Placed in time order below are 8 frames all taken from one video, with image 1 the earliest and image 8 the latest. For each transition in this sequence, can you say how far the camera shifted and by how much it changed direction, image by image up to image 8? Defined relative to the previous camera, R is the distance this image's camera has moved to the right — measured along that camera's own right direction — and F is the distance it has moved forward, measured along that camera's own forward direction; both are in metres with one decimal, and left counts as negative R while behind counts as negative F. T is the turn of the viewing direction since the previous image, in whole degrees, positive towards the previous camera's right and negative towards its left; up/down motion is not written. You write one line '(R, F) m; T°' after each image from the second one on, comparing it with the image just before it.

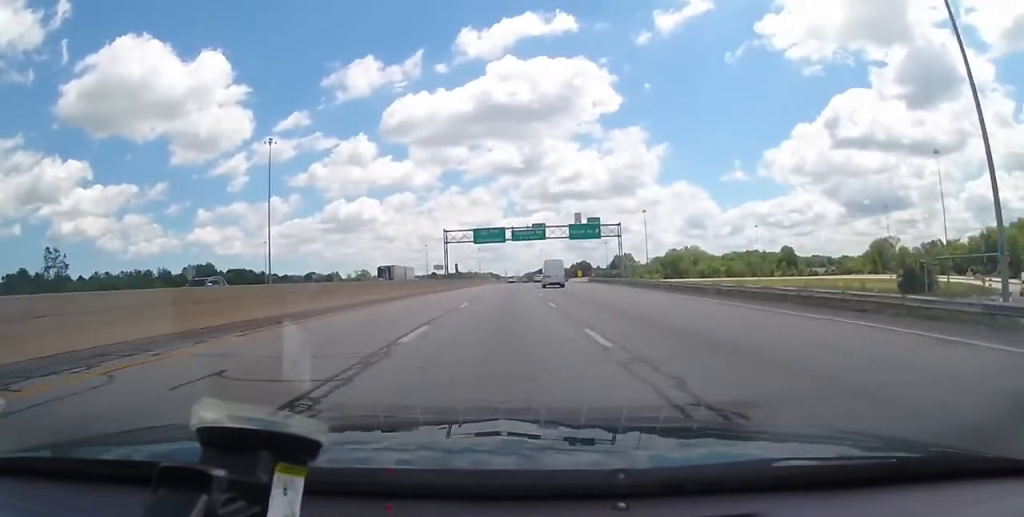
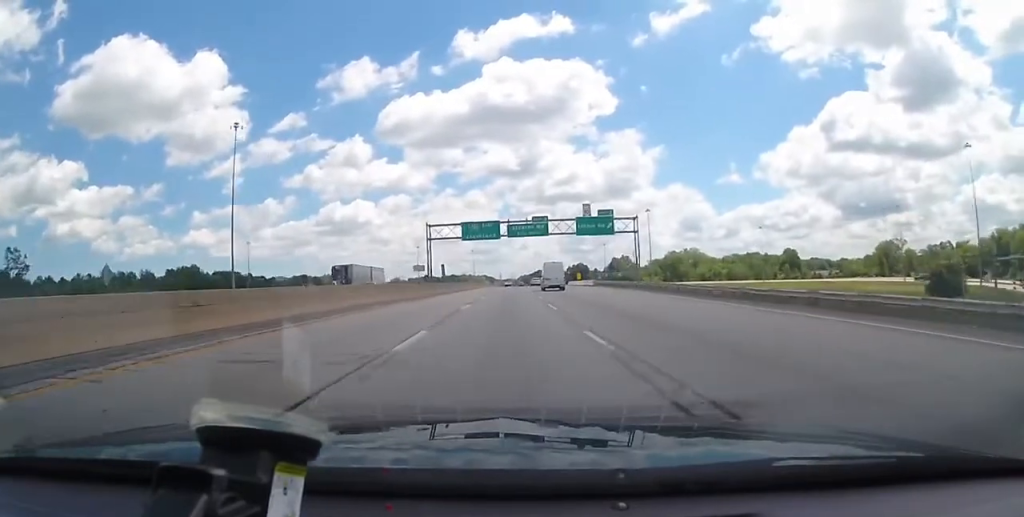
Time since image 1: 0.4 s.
(-0.1, +12.6) m; 0°
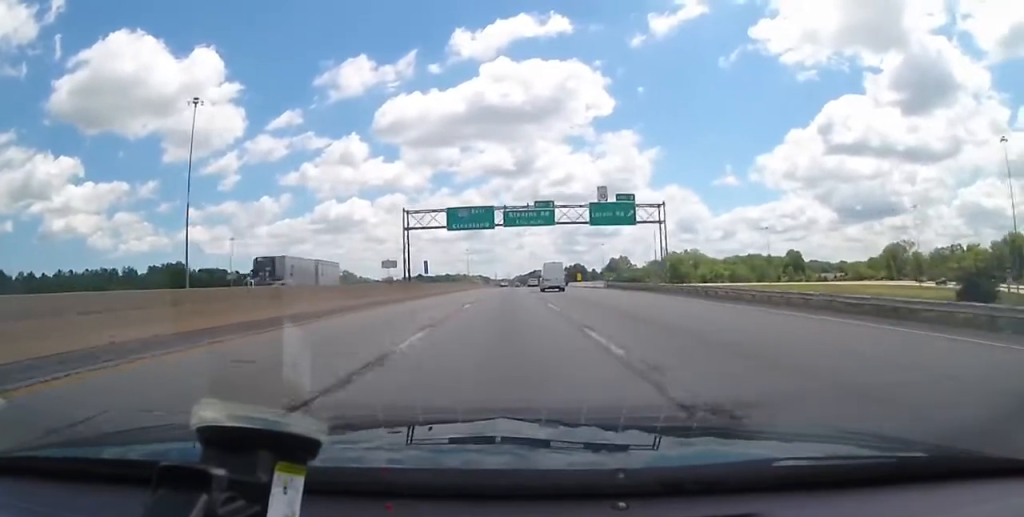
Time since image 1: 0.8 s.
(0.0, +12.6) m; 0°
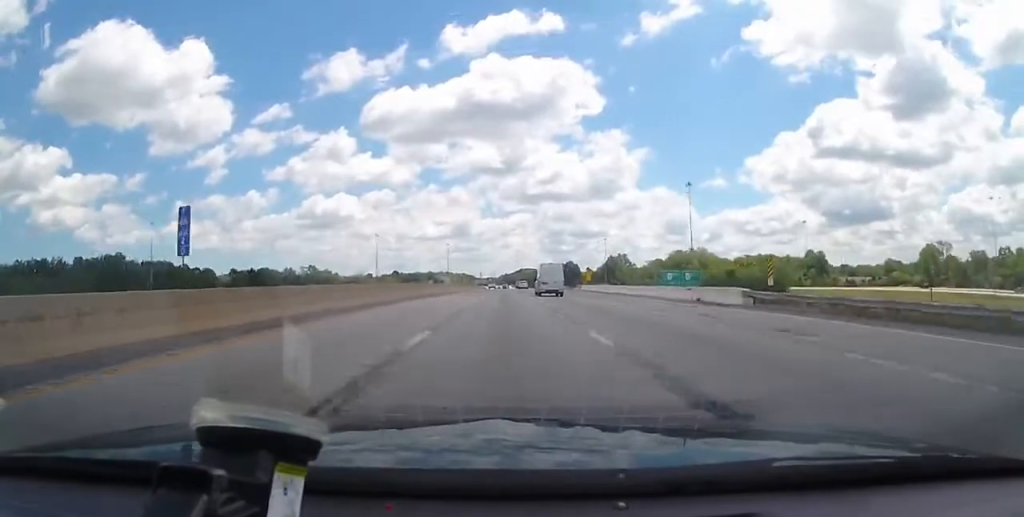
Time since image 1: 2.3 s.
(+1.4, +47.8) m; +2°
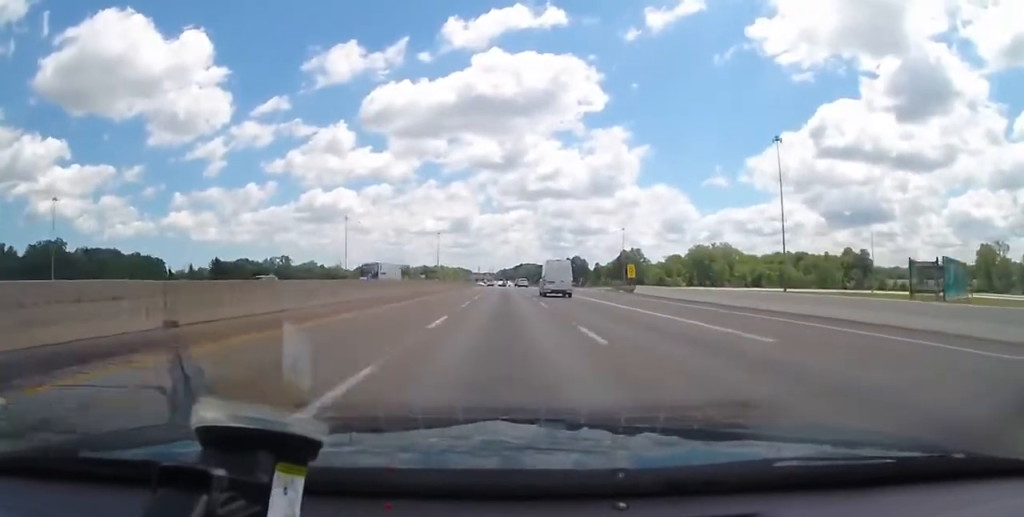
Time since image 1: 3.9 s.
(-0.2, +47.7) m; 0°
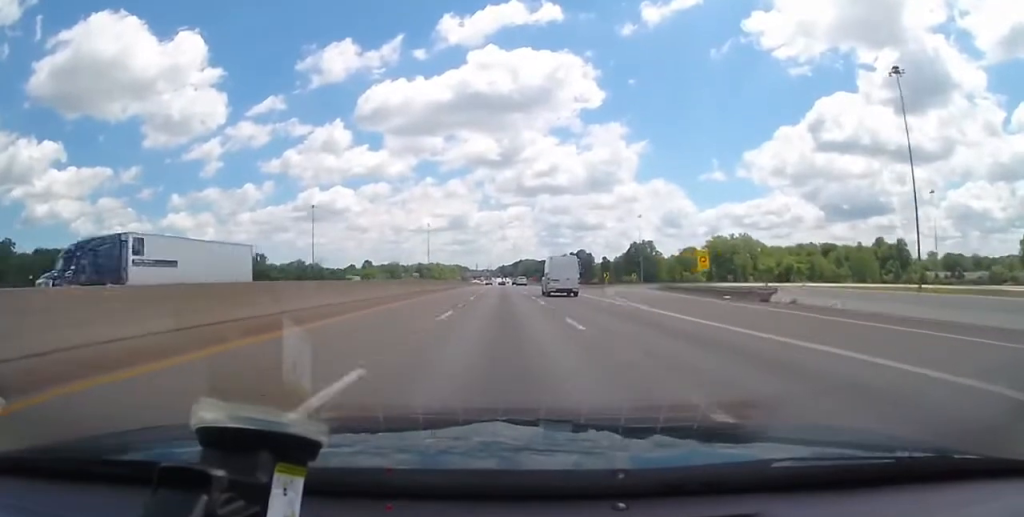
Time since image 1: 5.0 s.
(+0.5, +34.0) m; +1°
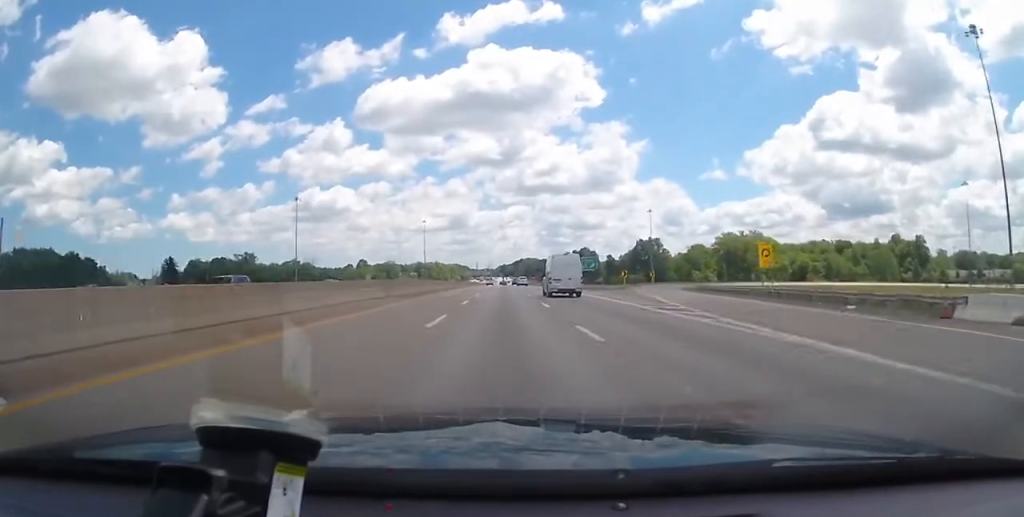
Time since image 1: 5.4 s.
(0.0, +14.4) m; 0°
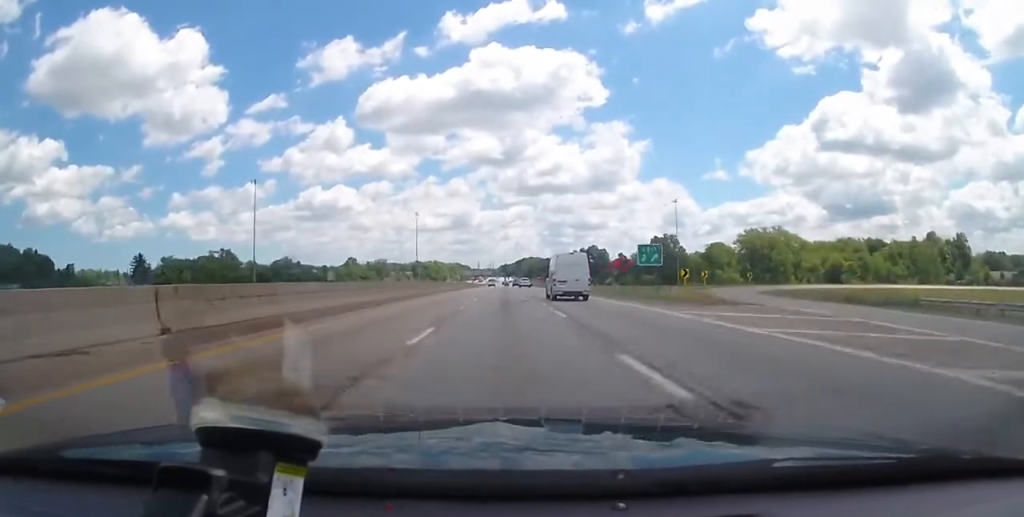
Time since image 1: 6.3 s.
(-0.3, +27.9) m; -1°
